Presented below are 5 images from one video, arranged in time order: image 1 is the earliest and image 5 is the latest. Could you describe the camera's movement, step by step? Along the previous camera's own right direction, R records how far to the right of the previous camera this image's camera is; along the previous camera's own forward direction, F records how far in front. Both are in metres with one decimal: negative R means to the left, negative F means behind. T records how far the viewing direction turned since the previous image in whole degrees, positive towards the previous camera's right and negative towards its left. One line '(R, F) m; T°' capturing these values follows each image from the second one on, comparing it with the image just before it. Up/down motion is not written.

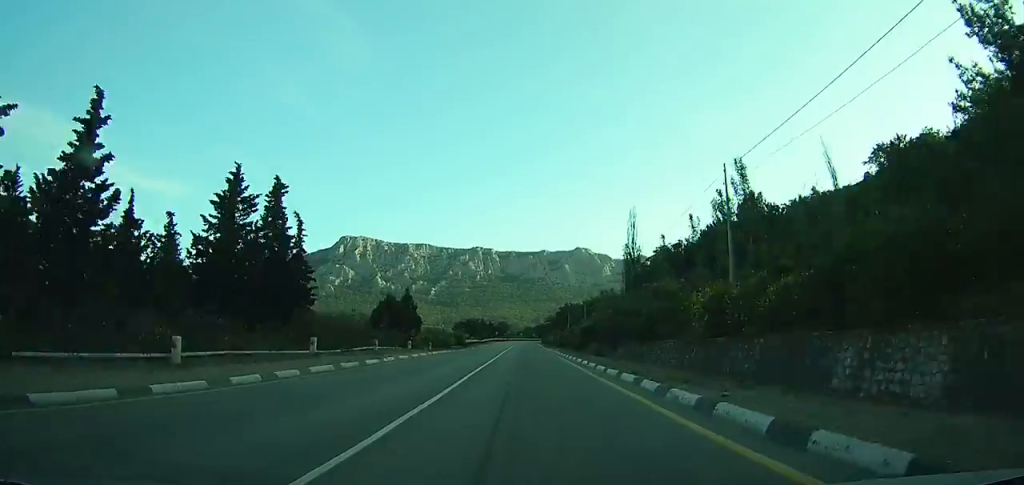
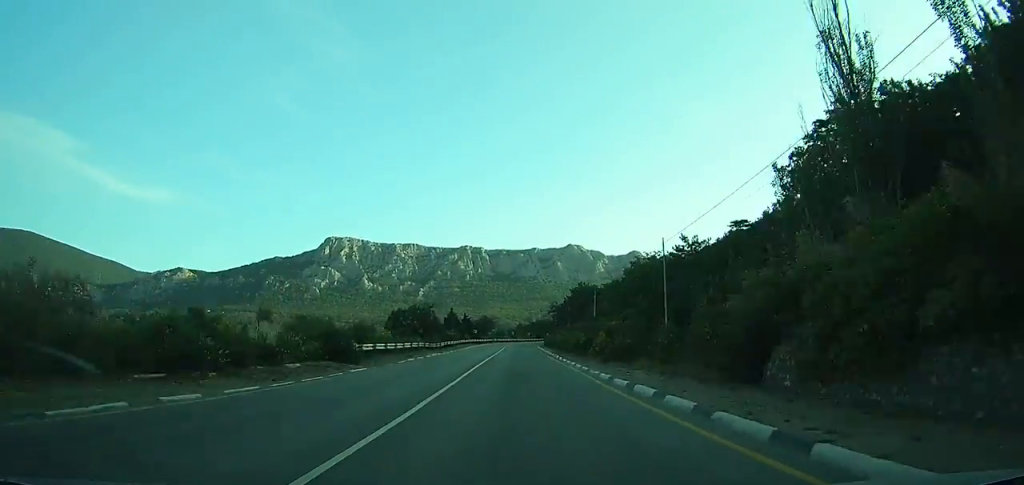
(-2.0, +50.2) m; -2°
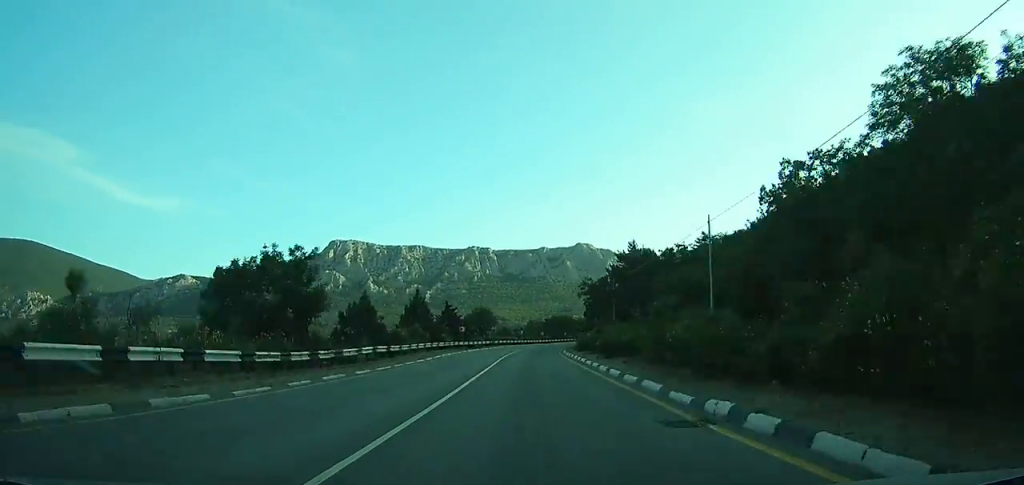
(+0.1, +36.8) m; +1°
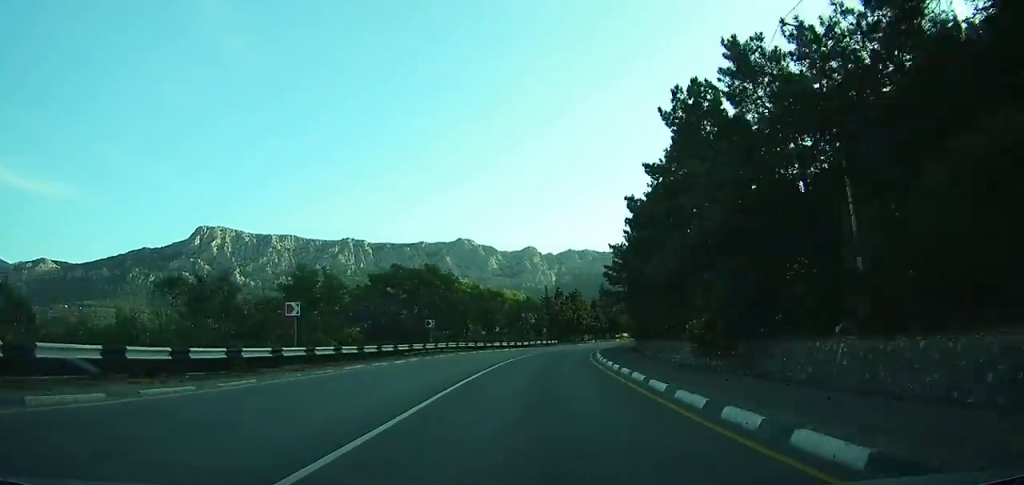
(+11.8, +106.9) m; +13°
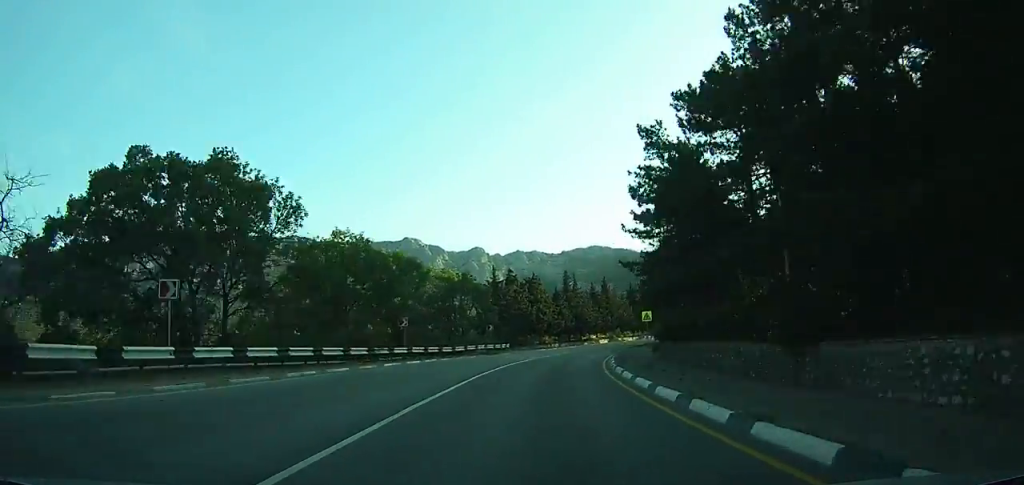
(+1.0, +30.5) m; +3°
